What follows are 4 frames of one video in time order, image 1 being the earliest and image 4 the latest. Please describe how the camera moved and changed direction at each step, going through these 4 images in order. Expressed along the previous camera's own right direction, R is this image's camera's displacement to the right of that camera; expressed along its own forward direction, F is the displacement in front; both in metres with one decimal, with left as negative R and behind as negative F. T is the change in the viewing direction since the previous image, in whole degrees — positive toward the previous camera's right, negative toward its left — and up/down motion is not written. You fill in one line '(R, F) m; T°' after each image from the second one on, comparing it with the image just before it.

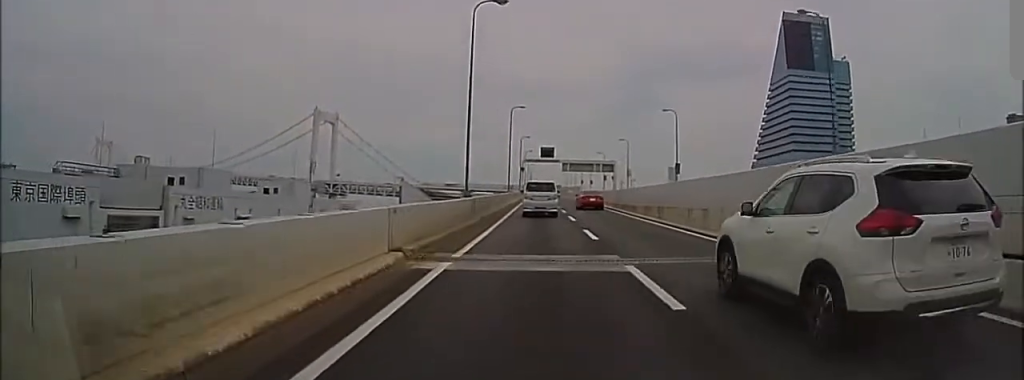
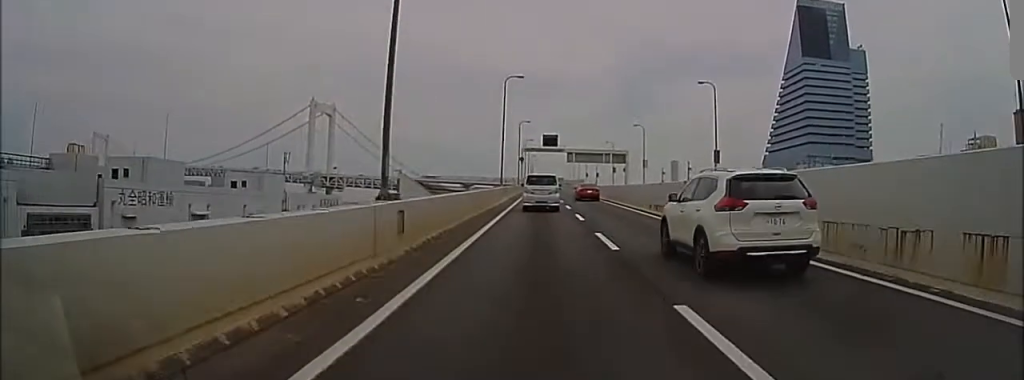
(0.0, +14.0) m; 0°
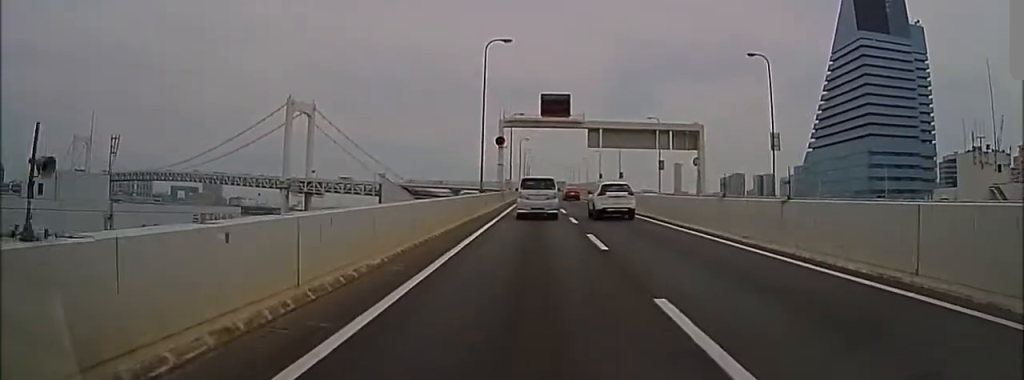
(+0.1, +47.8) m; 0°
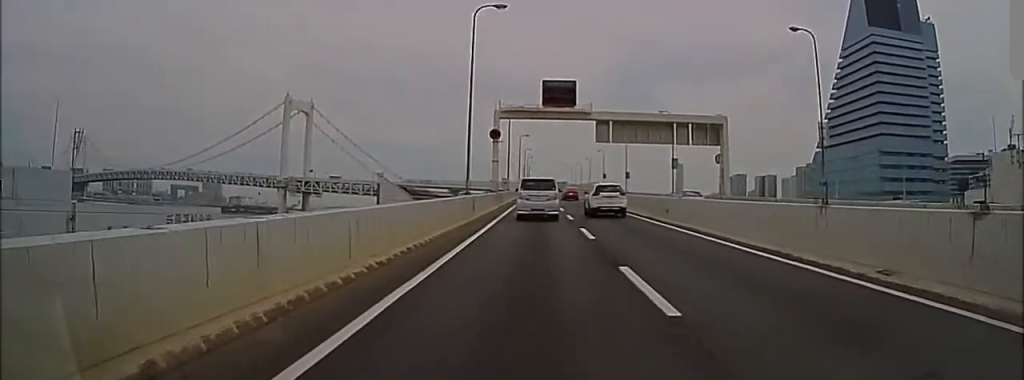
(0.0, +6.2) m; 0°
